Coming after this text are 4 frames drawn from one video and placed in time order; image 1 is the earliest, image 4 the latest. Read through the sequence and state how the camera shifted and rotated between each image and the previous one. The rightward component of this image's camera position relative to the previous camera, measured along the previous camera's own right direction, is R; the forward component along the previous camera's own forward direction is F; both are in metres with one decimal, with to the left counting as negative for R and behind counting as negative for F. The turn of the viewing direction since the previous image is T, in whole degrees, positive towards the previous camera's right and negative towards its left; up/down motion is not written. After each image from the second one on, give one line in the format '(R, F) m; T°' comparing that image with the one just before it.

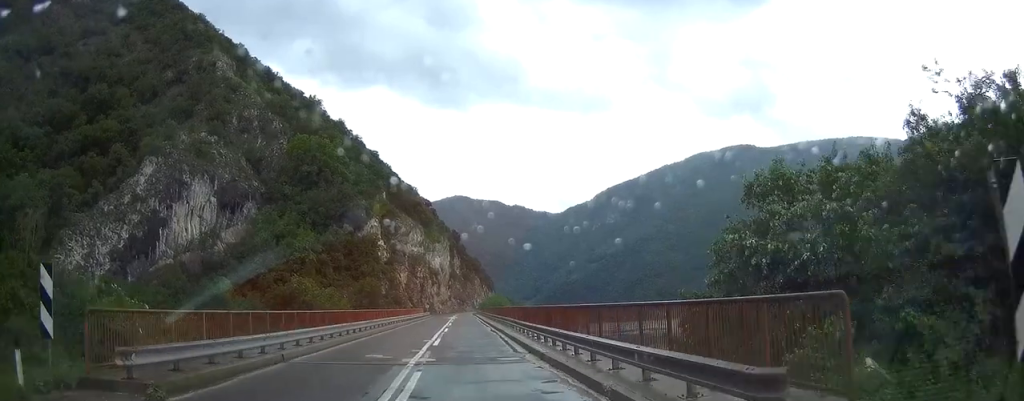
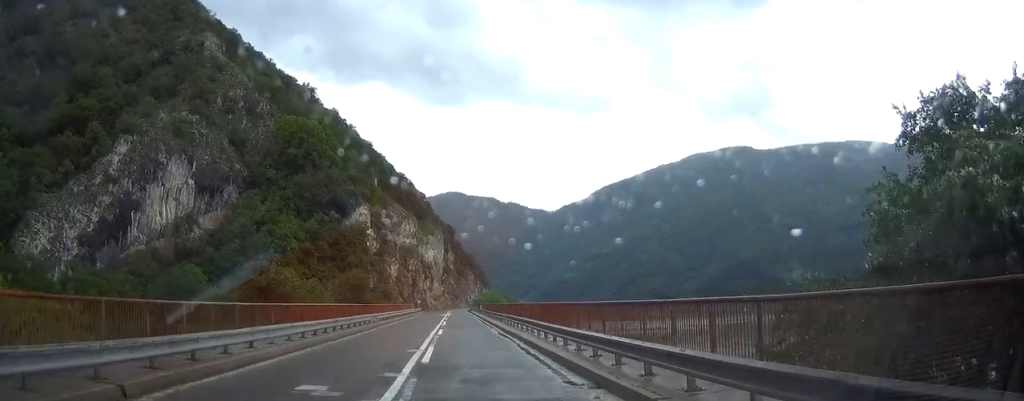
(-0.2, +9.1) m; 0°
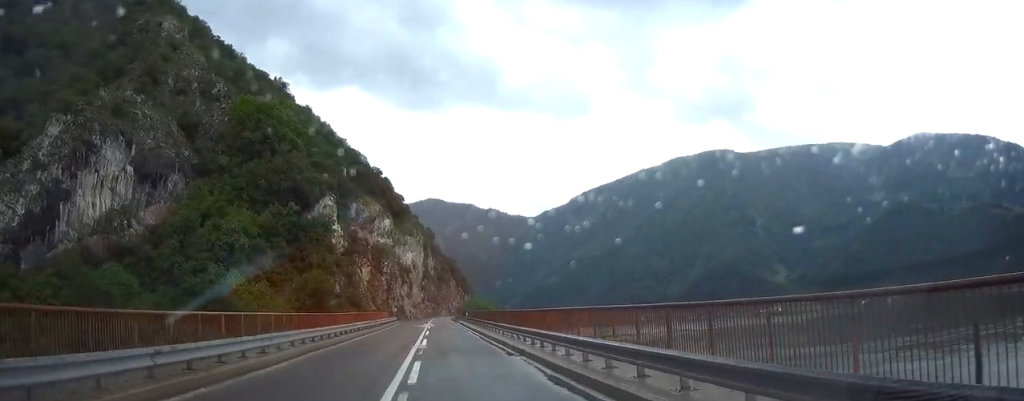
(+0.2, +17.3) m; +1°
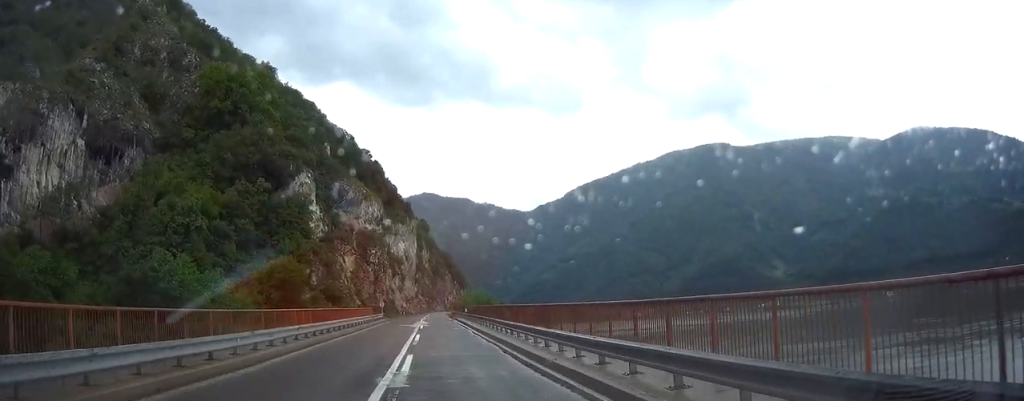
(+0.2, +13.8) m; 0°
